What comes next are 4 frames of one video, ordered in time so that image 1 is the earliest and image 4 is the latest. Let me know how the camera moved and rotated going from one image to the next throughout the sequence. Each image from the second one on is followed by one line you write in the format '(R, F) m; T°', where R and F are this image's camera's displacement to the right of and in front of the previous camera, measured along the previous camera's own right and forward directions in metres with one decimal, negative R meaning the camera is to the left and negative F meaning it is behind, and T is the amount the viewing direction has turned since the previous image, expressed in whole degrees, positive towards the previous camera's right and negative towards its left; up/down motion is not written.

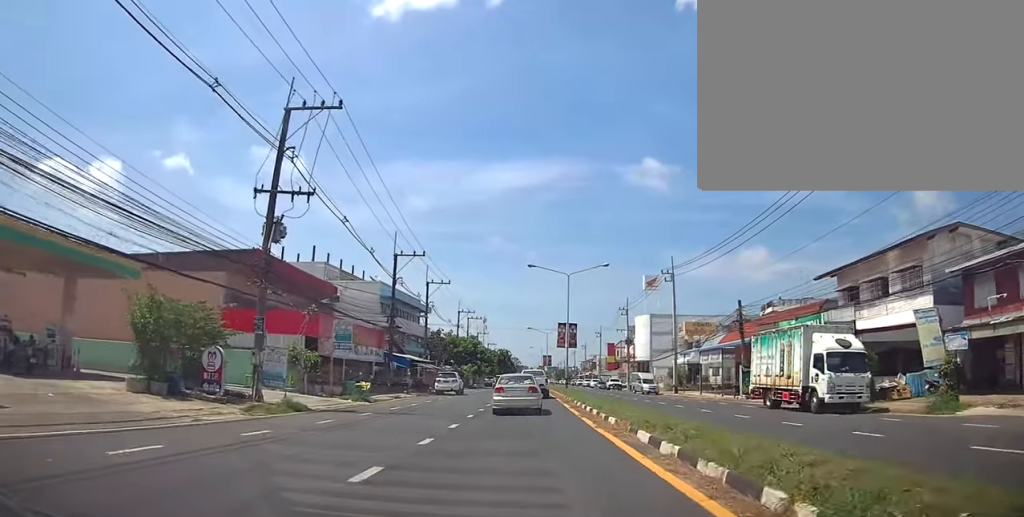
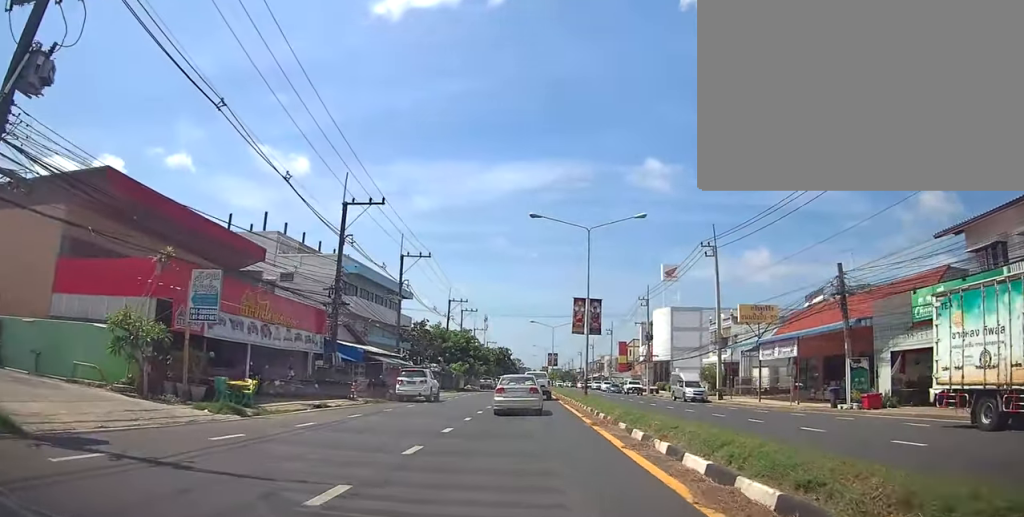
(-0.6, +13.0) m; -4°
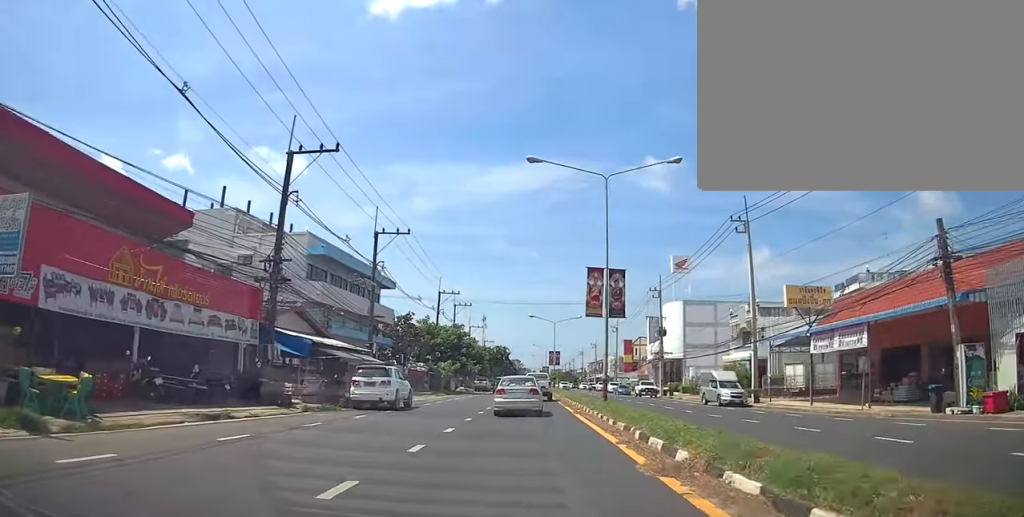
(-0.2, +7.5) m; 0°
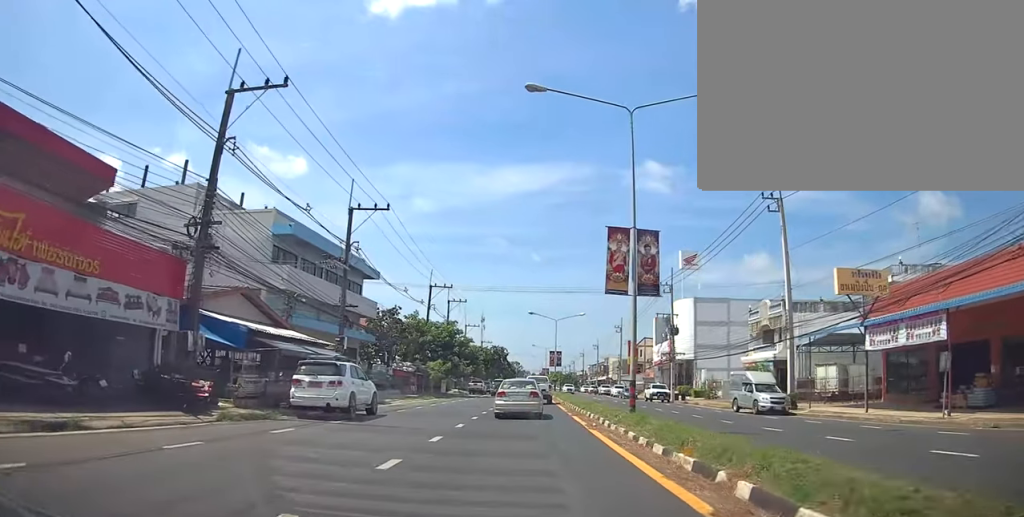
(+0.4, +5.7) m; 0°
